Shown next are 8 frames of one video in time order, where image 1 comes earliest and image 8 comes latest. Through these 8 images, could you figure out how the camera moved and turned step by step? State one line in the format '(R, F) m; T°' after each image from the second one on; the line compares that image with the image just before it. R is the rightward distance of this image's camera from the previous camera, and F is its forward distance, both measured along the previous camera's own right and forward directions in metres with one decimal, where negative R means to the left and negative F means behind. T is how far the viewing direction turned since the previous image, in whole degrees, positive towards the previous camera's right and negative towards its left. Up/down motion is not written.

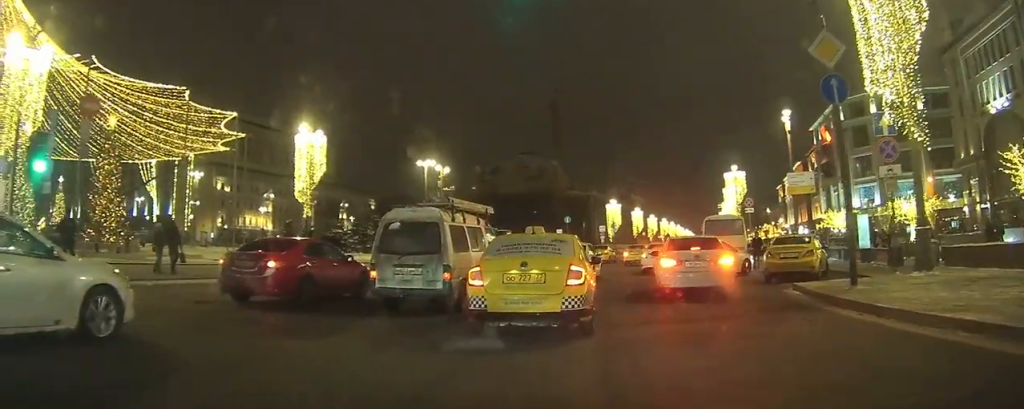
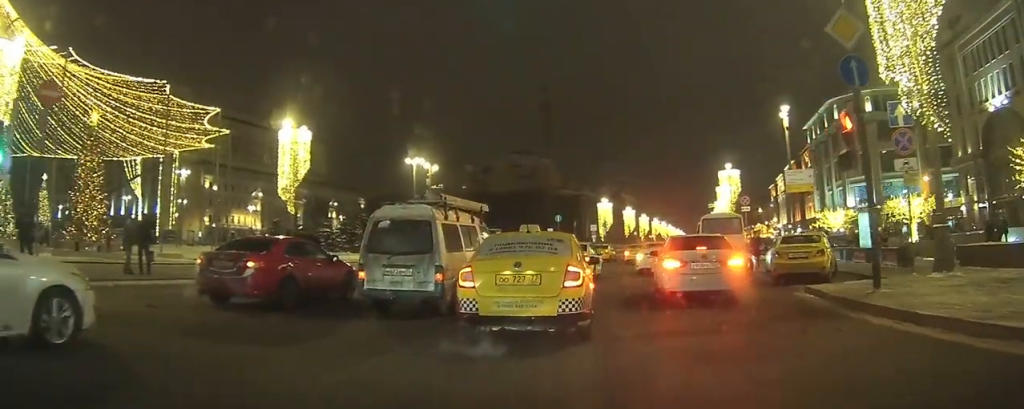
(+0.1, +1.2) m; +2°
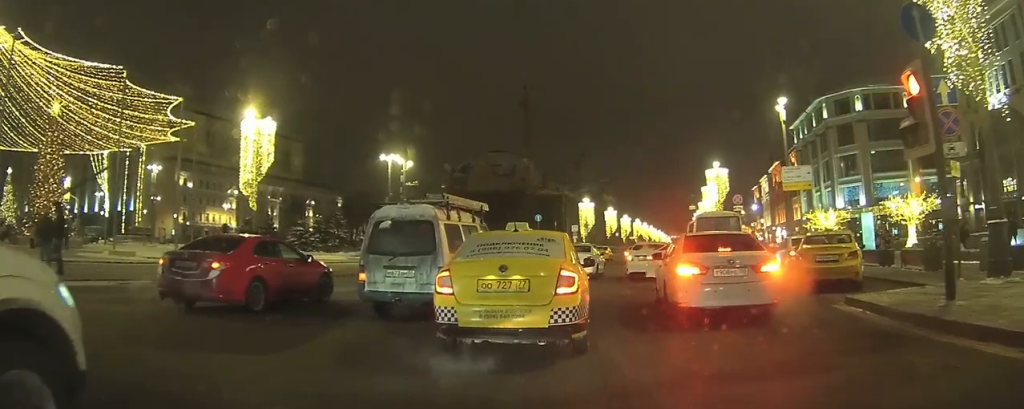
(+0.1, +2.7) m; +4°
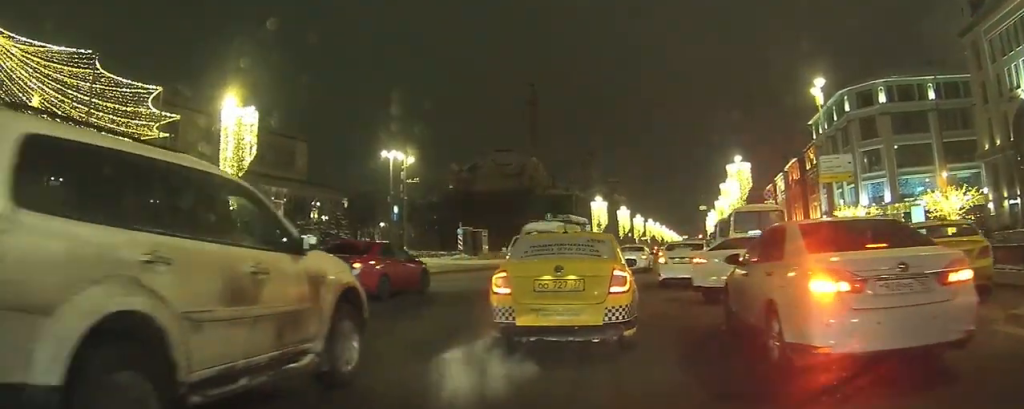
(+0.2, +4.2) m; +6°
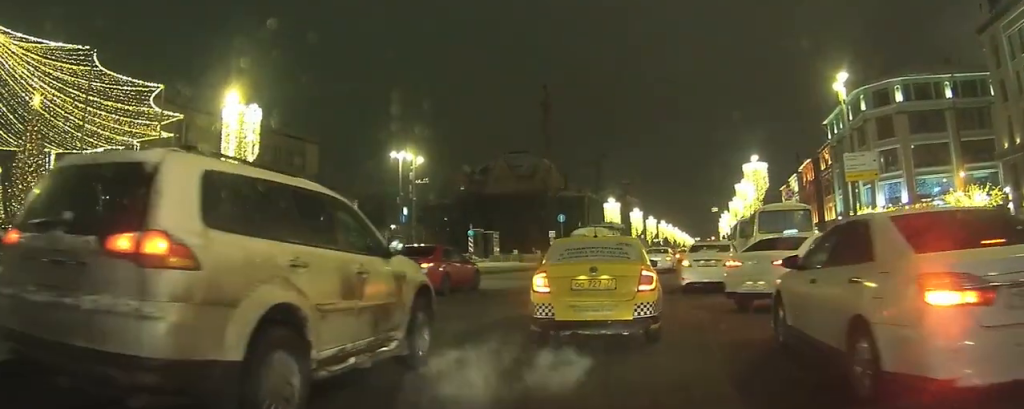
(0.0, +1.4) m; 0°
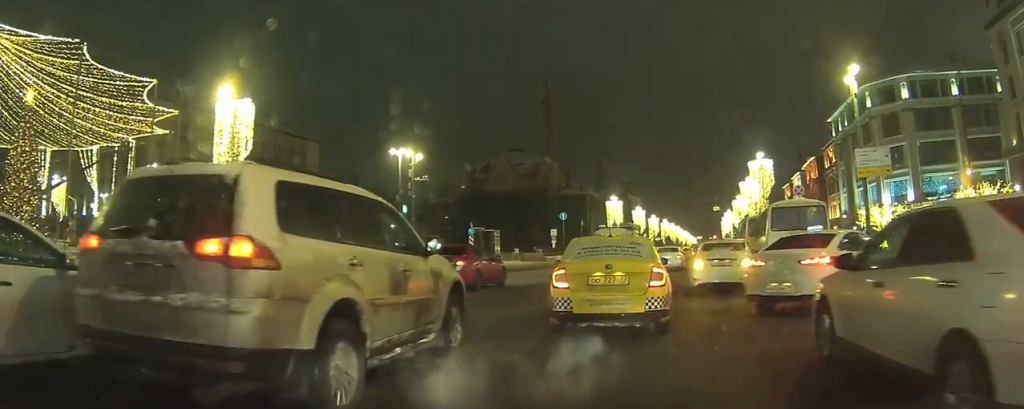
(0.0, +1.0) m; -1°
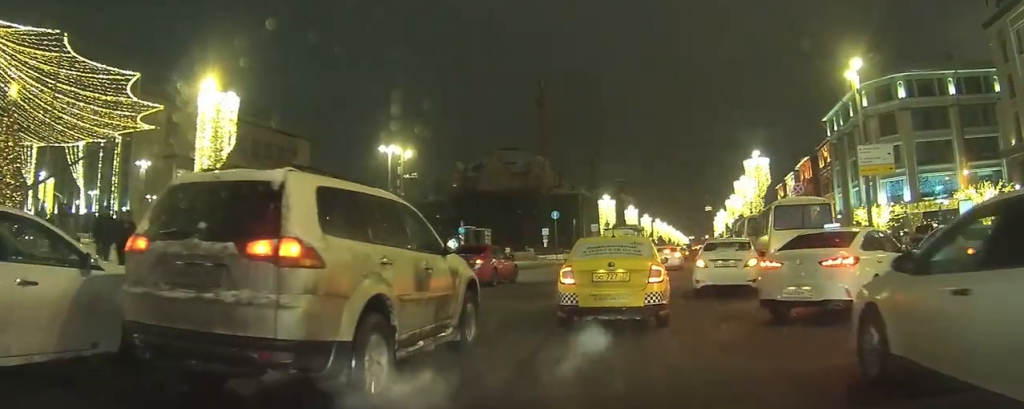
(0.0, +1.0) m; -1°
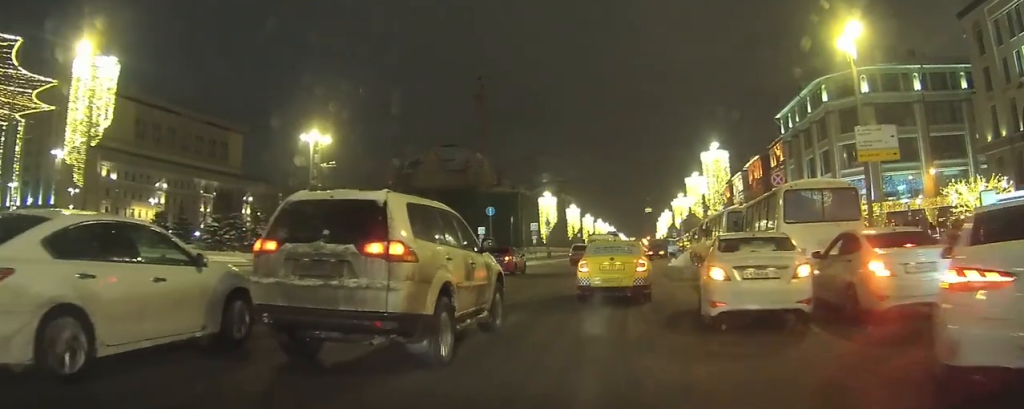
(-0.2, +5.7) m; -1°
